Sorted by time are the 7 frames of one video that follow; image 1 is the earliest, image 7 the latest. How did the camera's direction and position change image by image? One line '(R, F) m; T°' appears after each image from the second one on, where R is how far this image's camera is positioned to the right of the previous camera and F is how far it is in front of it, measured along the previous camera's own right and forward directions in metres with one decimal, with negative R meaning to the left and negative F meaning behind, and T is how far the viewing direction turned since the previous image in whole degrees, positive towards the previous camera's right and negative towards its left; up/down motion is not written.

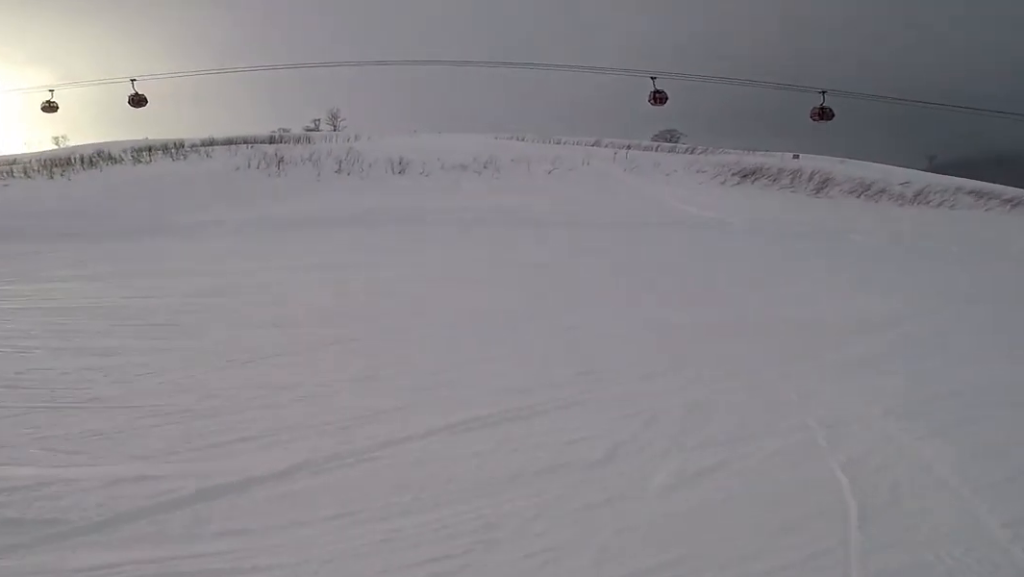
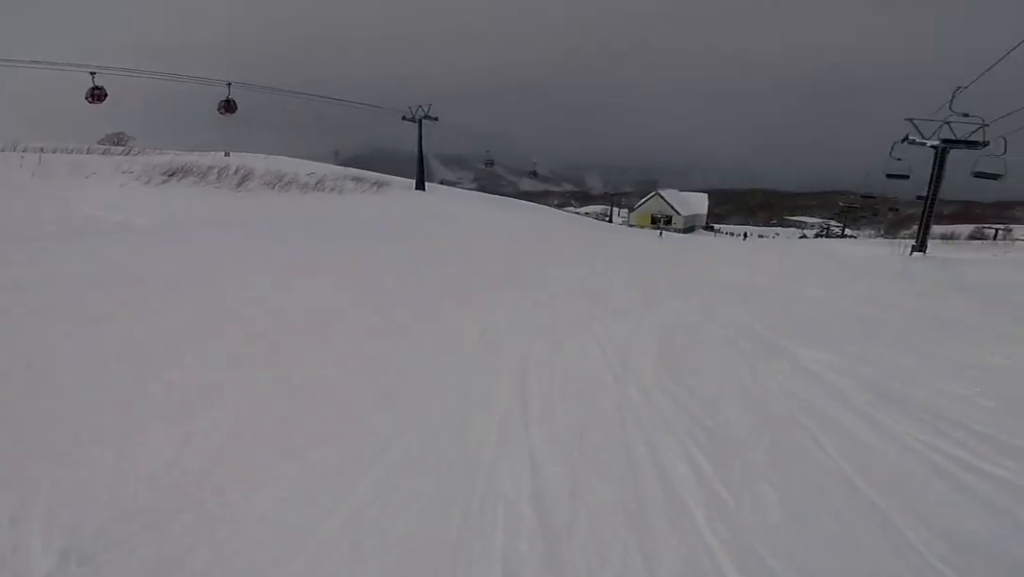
(+0.4, +4.4) m; 0°
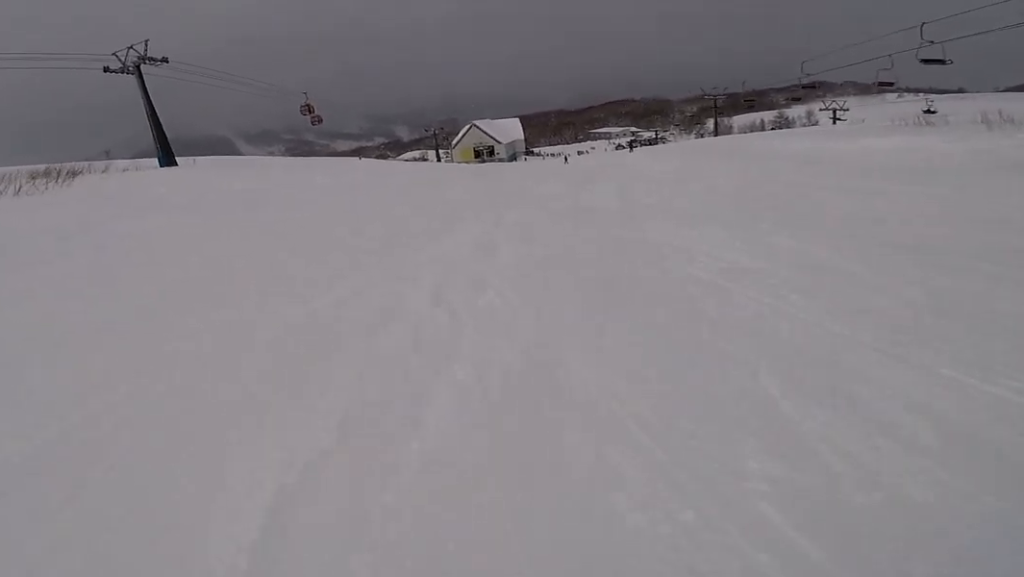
(+0.9, +27.5) m; +14°
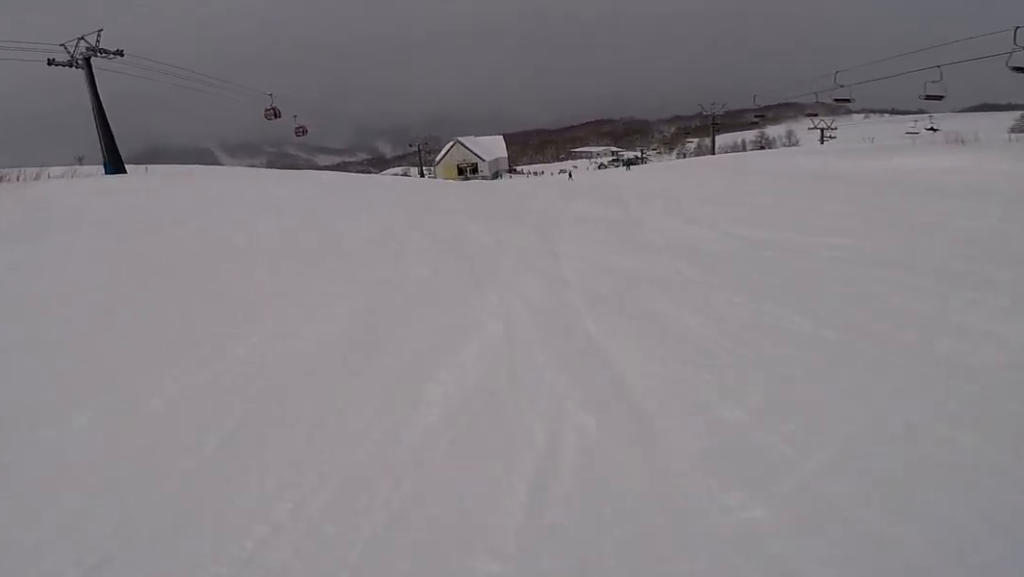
(+0.8, +6.1) m; +3°
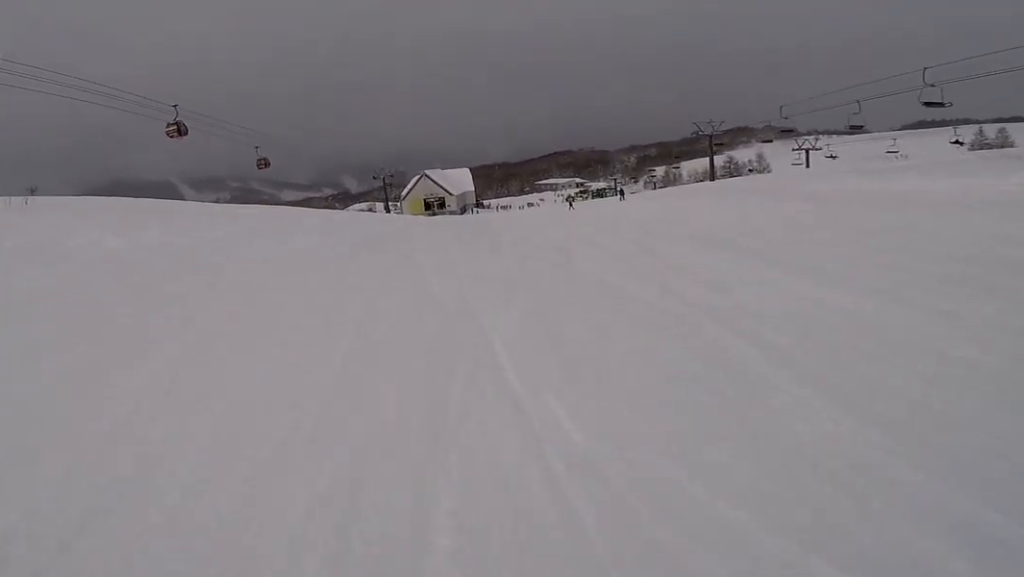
(+0.4, +11.0) m; +1°
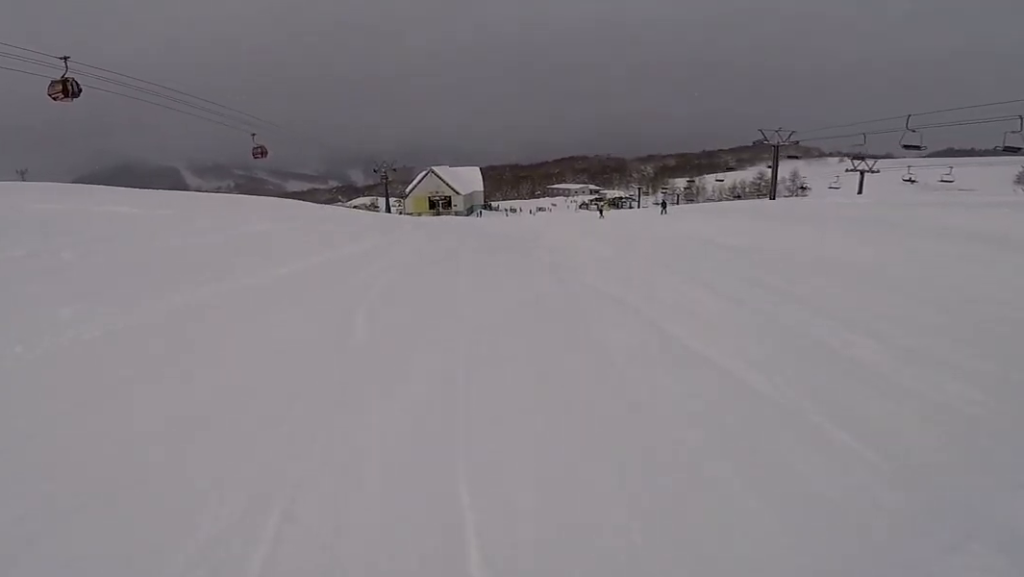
(-0.1, +10.3) m; -3°
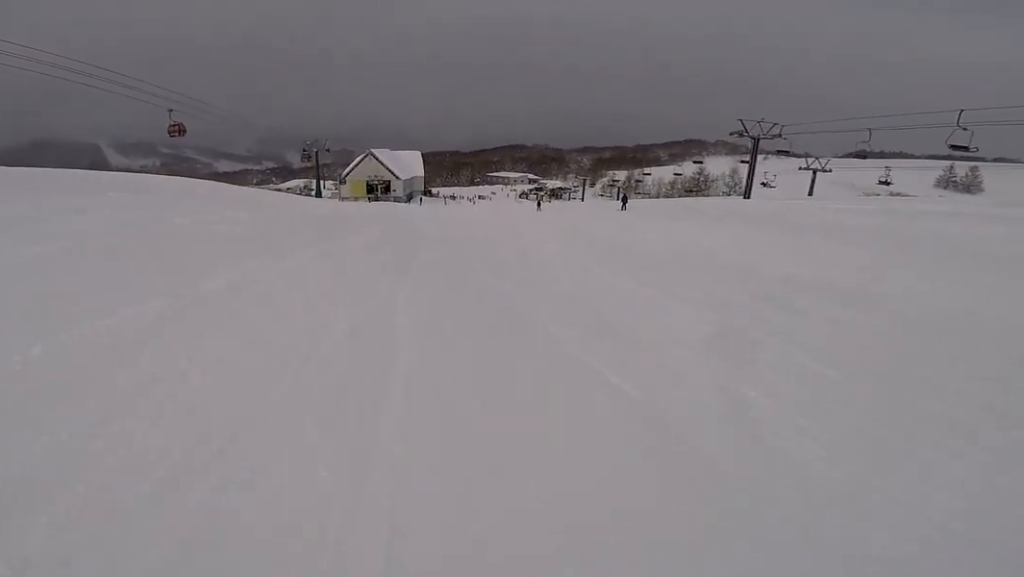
(-0.3, +9.1) m; -1°
